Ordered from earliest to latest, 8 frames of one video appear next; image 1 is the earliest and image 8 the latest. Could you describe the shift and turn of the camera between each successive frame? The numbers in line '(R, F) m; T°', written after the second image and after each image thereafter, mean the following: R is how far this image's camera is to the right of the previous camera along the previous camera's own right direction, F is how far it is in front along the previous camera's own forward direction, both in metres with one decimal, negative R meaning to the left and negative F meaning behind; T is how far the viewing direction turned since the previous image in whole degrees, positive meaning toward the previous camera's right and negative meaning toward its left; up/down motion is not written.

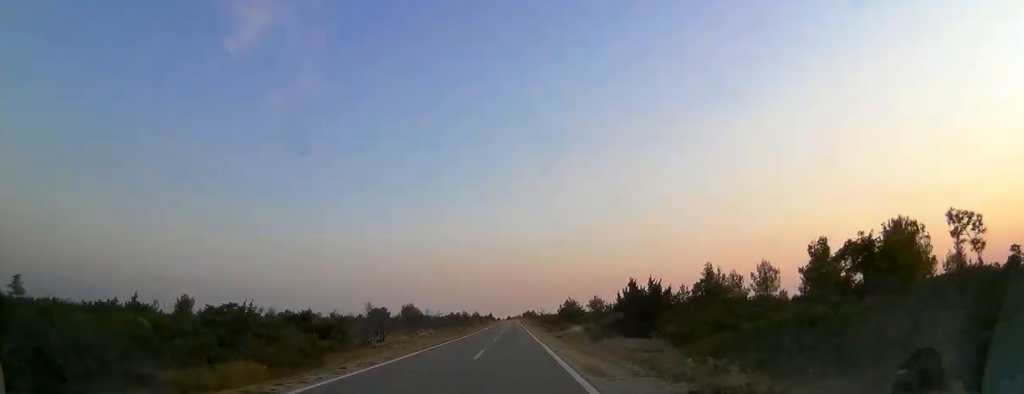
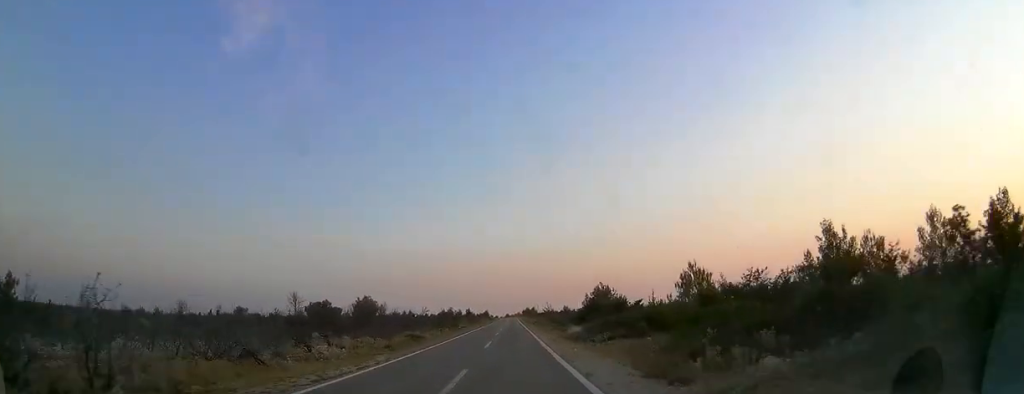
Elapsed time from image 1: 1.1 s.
(0.0, +24.6) m; 0°
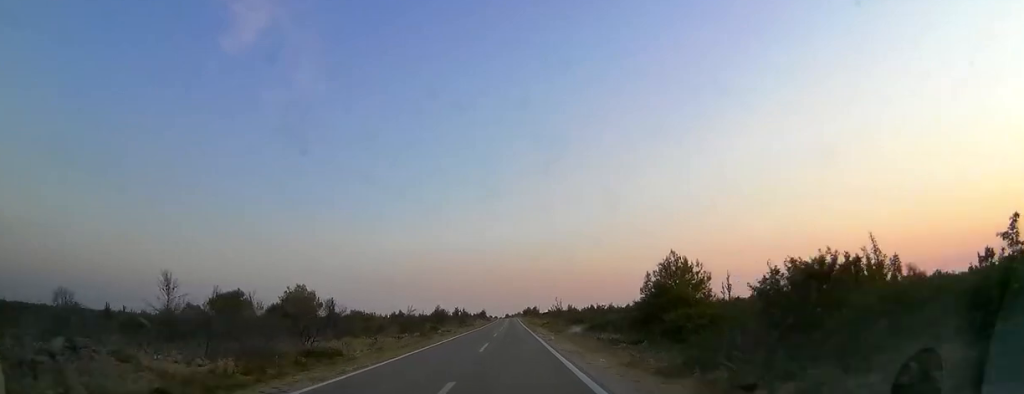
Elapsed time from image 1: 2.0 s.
(0.0, +19.2) m; 0°
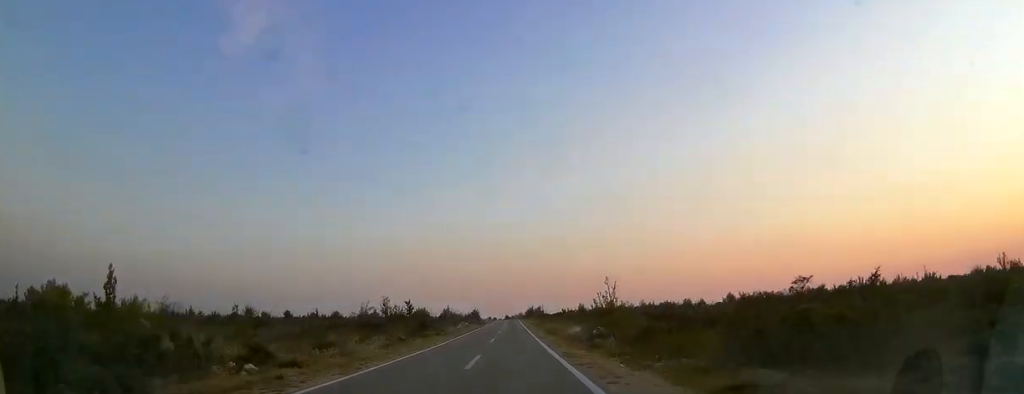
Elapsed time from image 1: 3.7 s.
(-0.1, +37.3) m; 0°
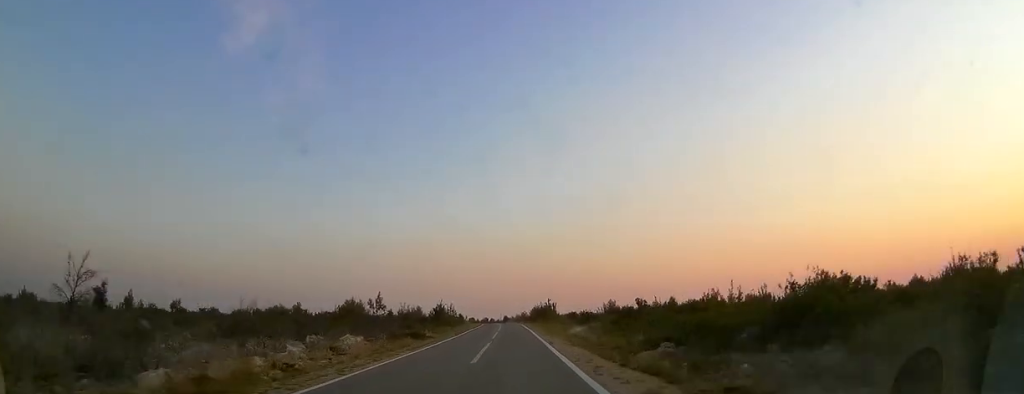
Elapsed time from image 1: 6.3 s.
(+0.6, +58.8) m; 0°
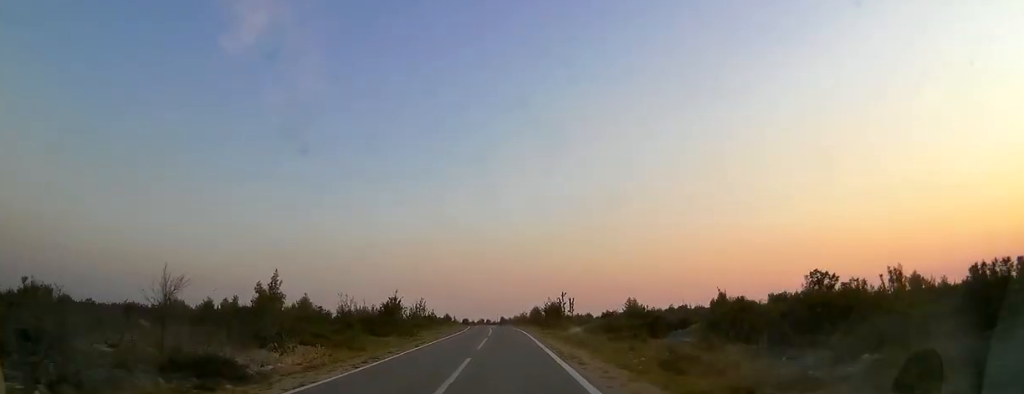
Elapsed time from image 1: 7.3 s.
(-0.1, +24.2) m; 0°
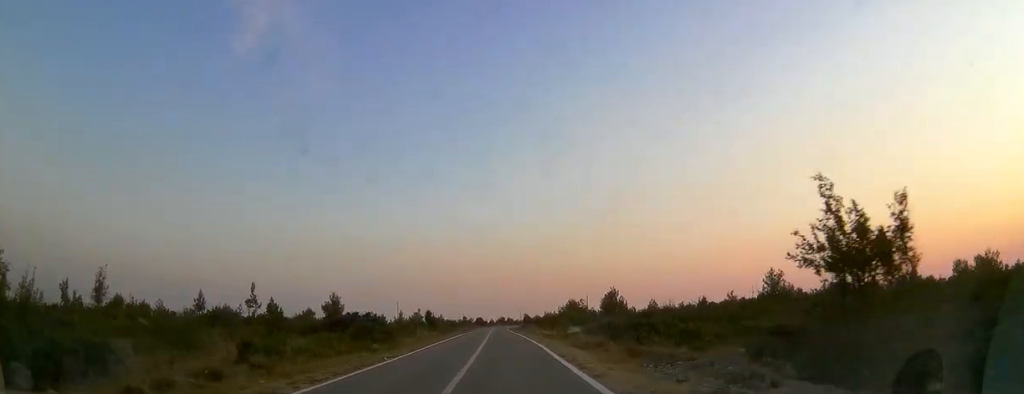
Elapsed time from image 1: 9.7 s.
(-0.5, +54.5) m; -2°
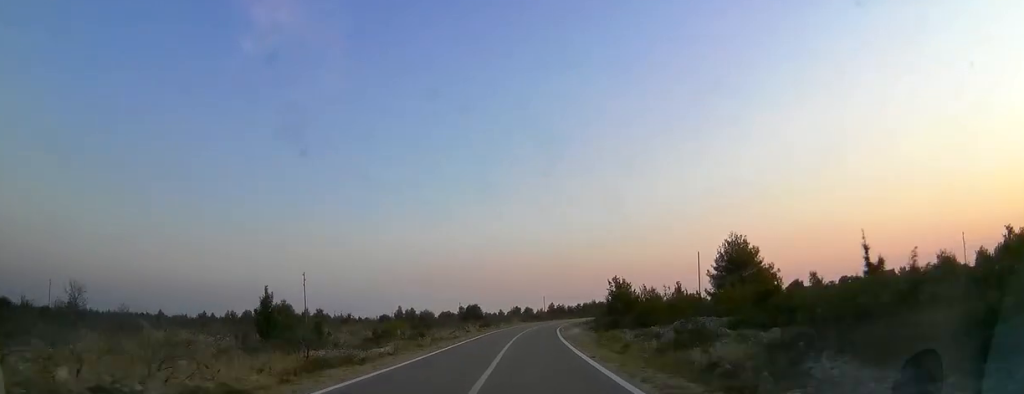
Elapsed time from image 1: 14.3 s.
(-2.3, +101.0) m; 0°
